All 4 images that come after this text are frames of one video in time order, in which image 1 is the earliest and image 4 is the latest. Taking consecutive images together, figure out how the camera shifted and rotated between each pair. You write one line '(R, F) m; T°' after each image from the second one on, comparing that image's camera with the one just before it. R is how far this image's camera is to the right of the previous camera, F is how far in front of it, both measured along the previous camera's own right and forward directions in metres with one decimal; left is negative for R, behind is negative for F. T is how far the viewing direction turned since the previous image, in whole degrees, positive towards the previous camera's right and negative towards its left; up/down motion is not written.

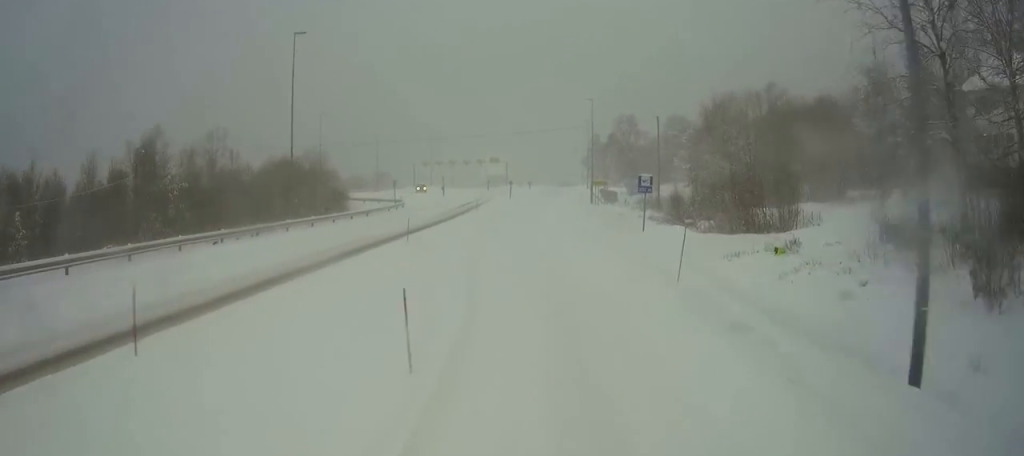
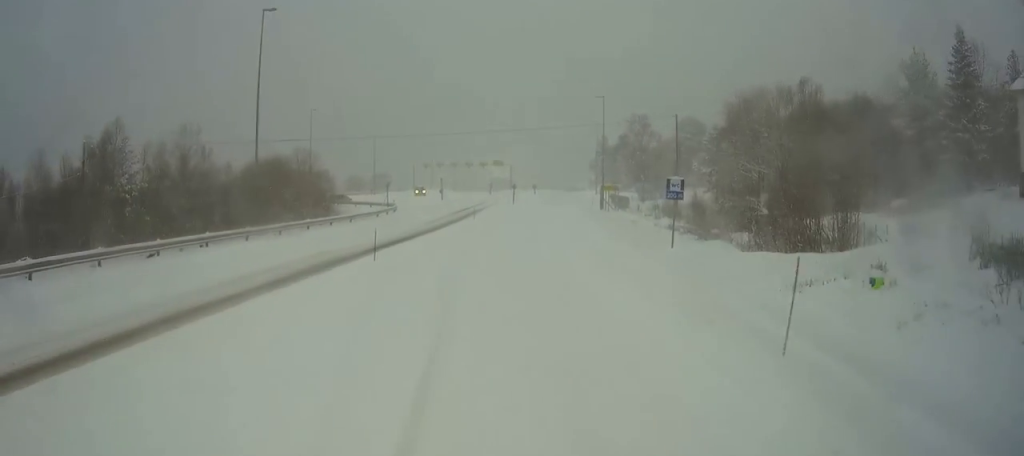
(0.0, +6.8) m; 0°
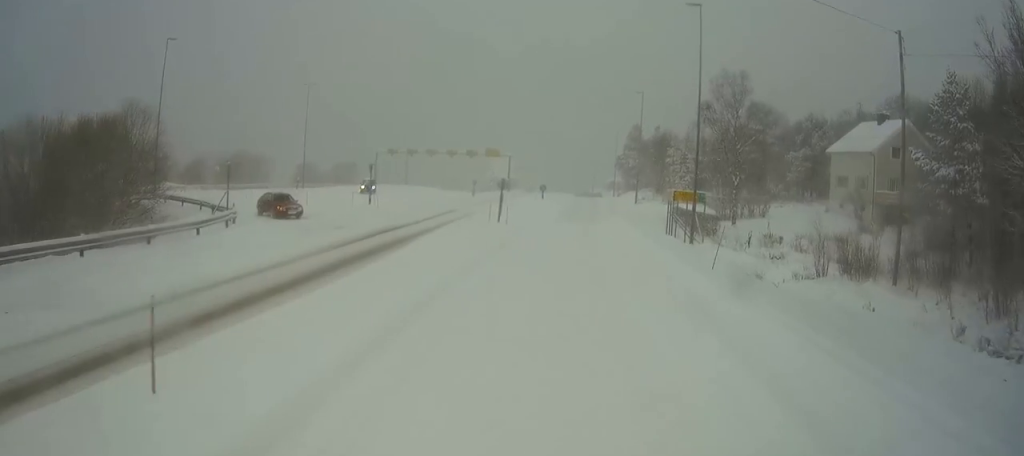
(-0.3, +41.2) m; +1°
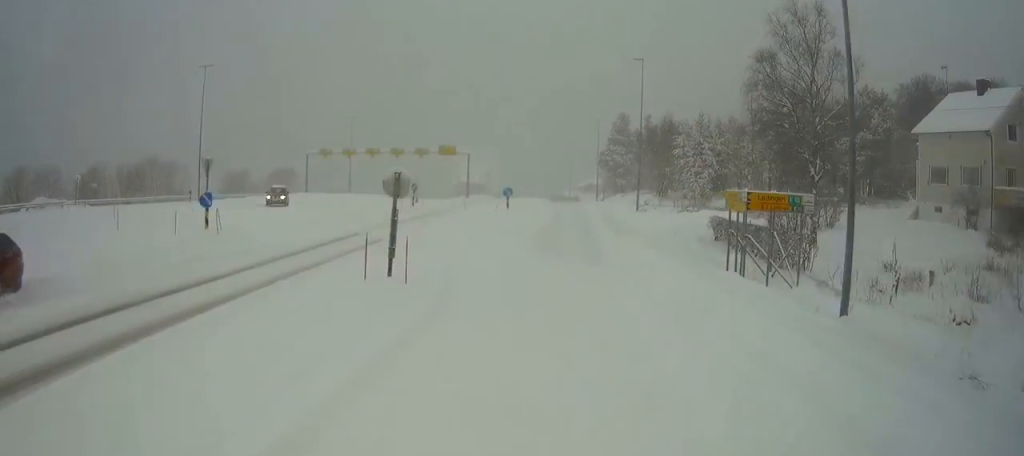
(+0.3, +20.3) m; +2°
